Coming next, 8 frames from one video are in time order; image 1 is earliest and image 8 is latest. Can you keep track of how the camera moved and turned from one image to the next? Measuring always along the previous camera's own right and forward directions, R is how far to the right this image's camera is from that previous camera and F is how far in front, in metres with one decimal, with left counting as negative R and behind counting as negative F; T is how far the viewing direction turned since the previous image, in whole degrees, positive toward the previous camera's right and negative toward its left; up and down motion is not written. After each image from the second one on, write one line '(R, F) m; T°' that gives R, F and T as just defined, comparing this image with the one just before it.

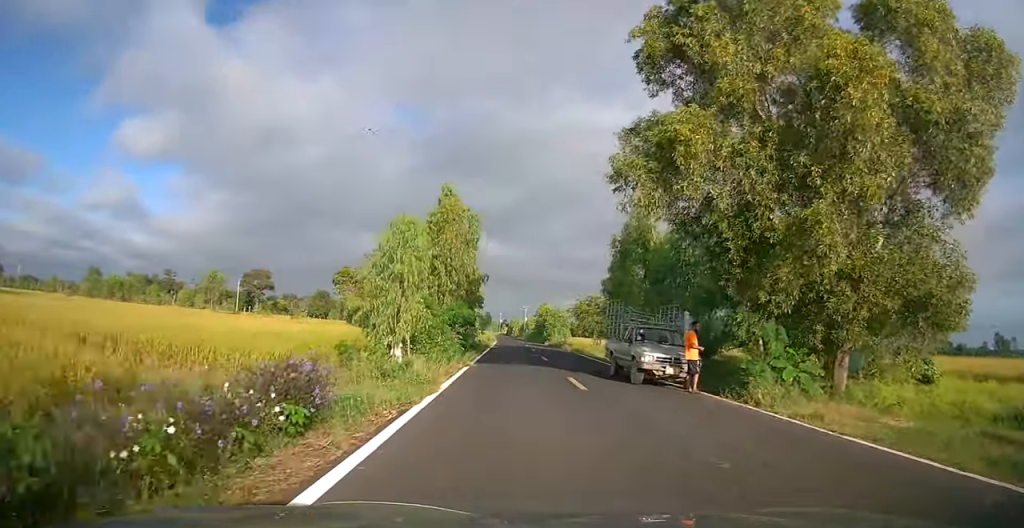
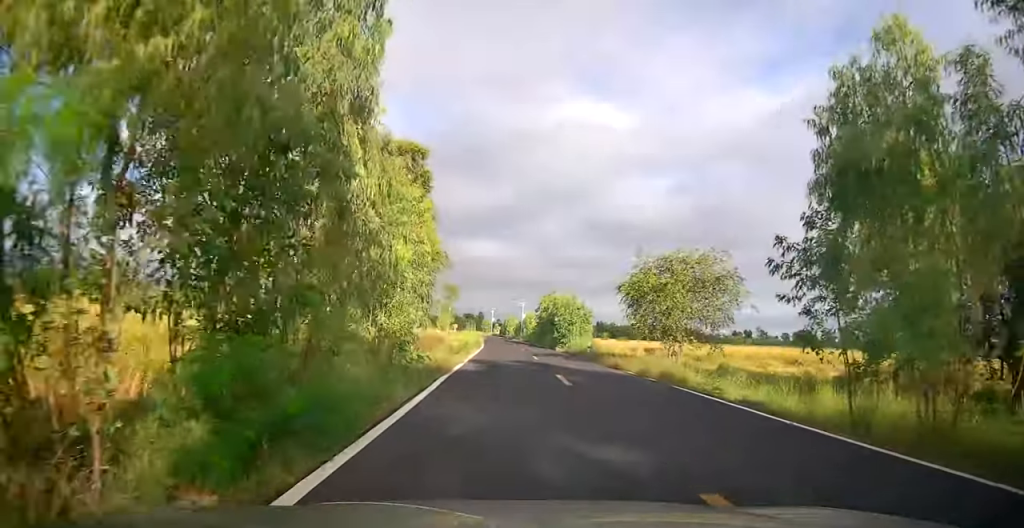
(+0.7, +22.7) m; 0°
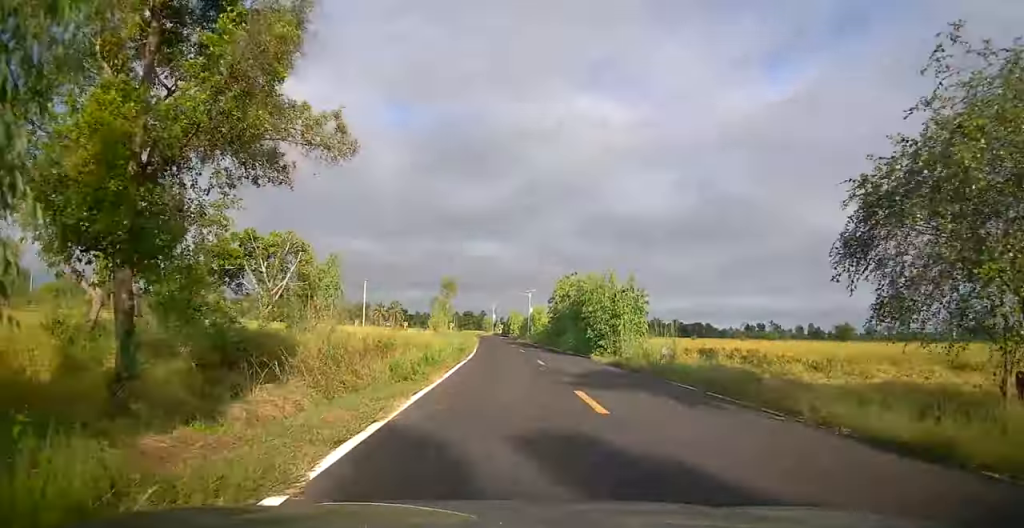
(-0.4, +17.0) m; 0°
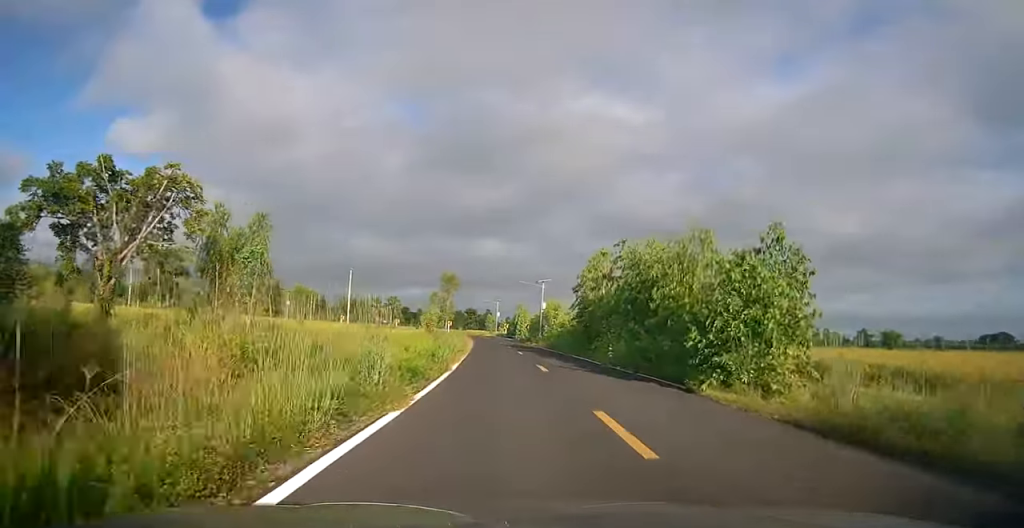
(+0.4, +14.7) m; +2°
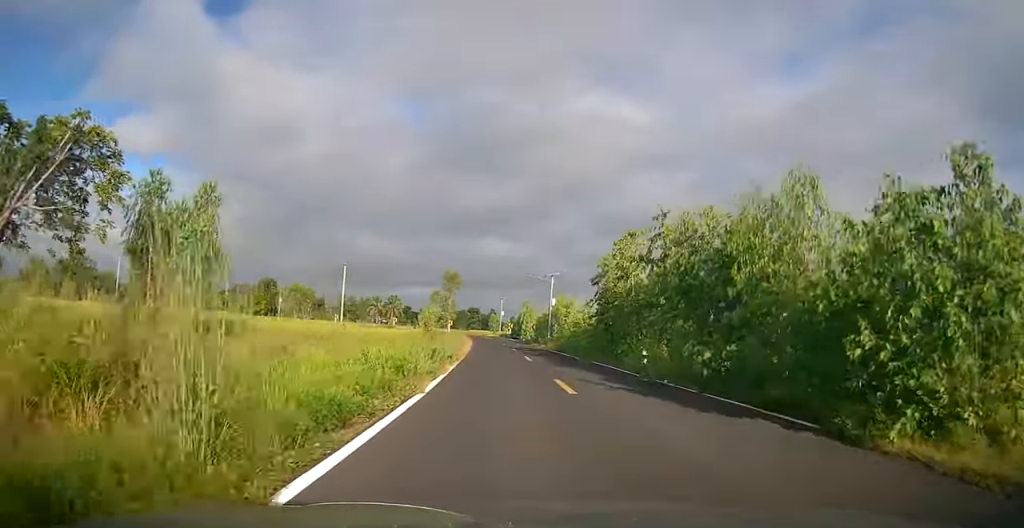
(0.0, +6.2) m; -1°
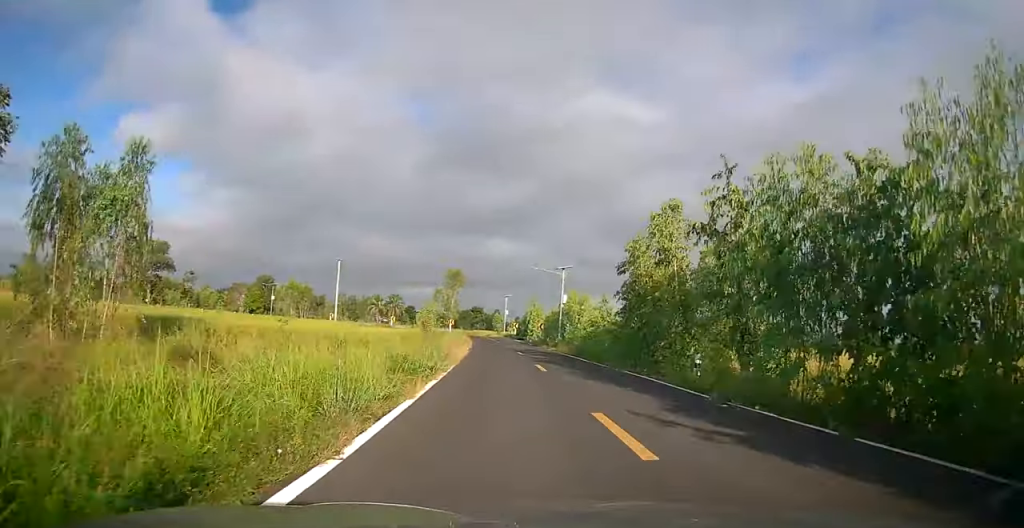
(+0.1, +5.7) m; -1°
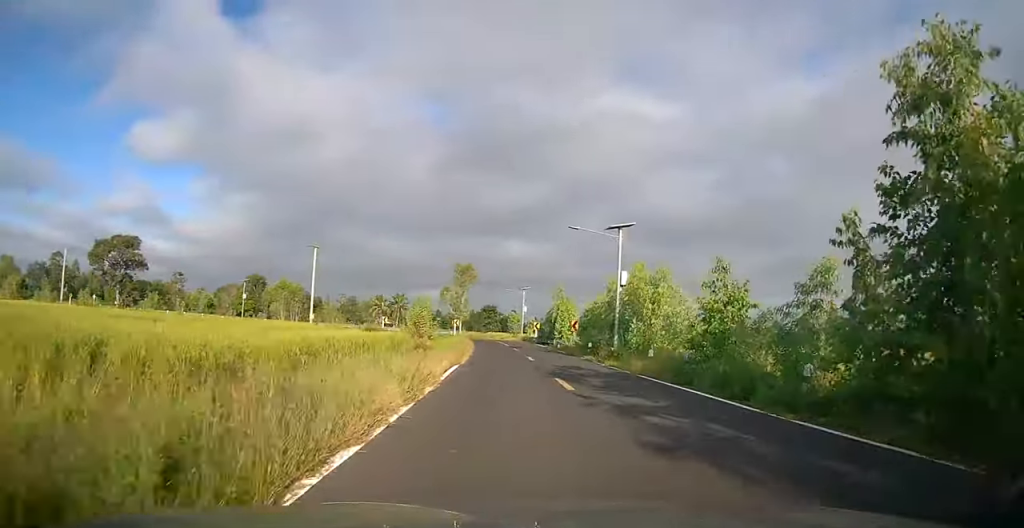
(-0.7, +17.2) m; -4°
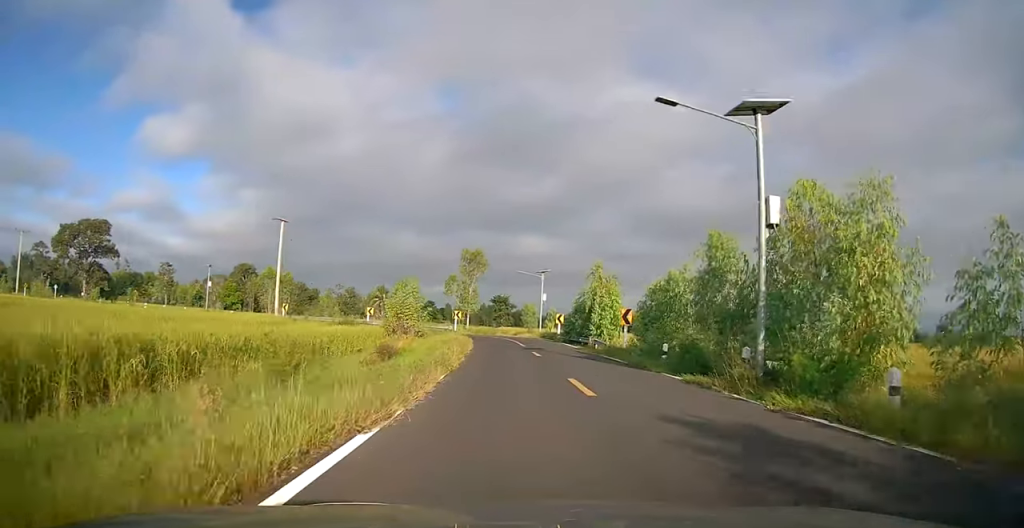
(-0.1, +14.4) m; +1°
